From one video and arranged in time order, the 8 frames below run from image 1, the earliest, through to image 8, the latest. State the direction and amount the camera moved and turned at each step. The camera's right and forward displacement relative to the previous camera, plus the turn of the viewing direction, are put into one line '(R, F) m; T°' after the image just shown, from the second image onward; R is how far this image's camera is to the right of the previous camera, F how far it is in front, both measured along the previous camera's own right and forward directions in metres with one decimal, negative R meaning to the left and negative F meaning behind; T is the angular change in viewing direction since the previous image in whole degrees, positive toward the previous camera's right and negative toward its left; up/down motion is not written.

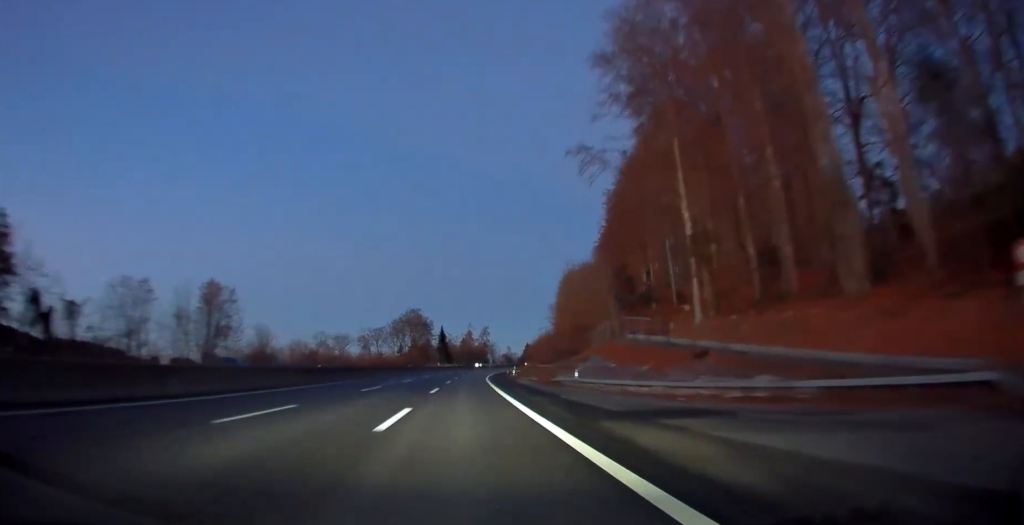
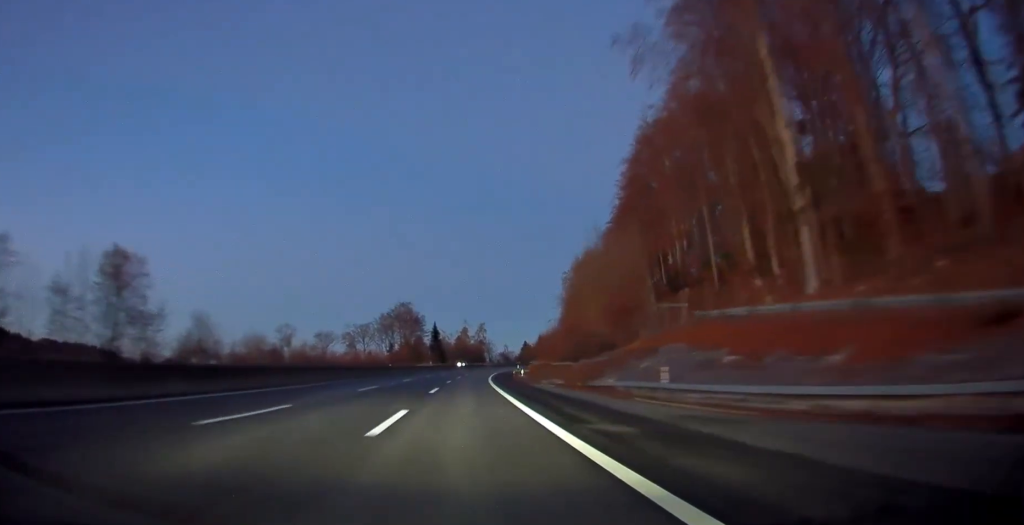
(0.0, +19.4) m; 0°
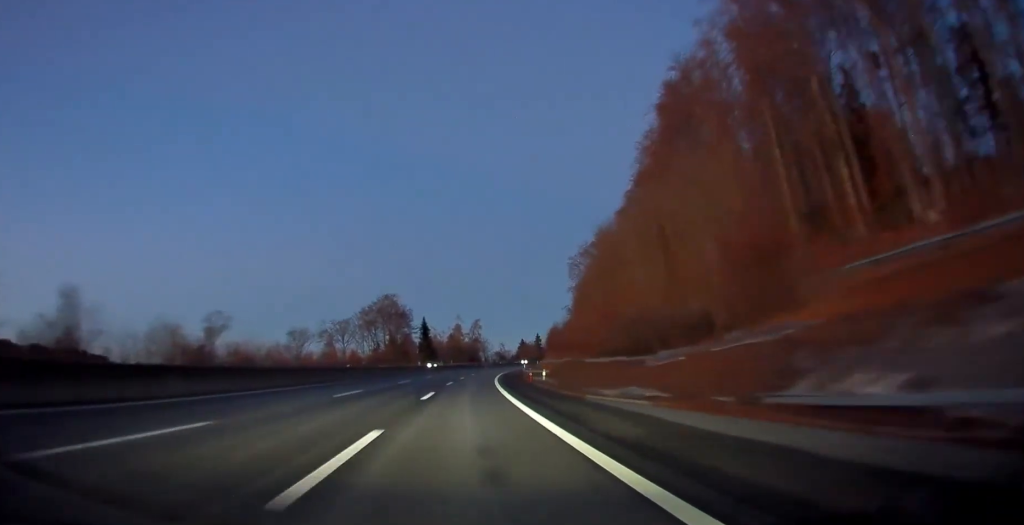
(-0.1, +23.7) m; 0°
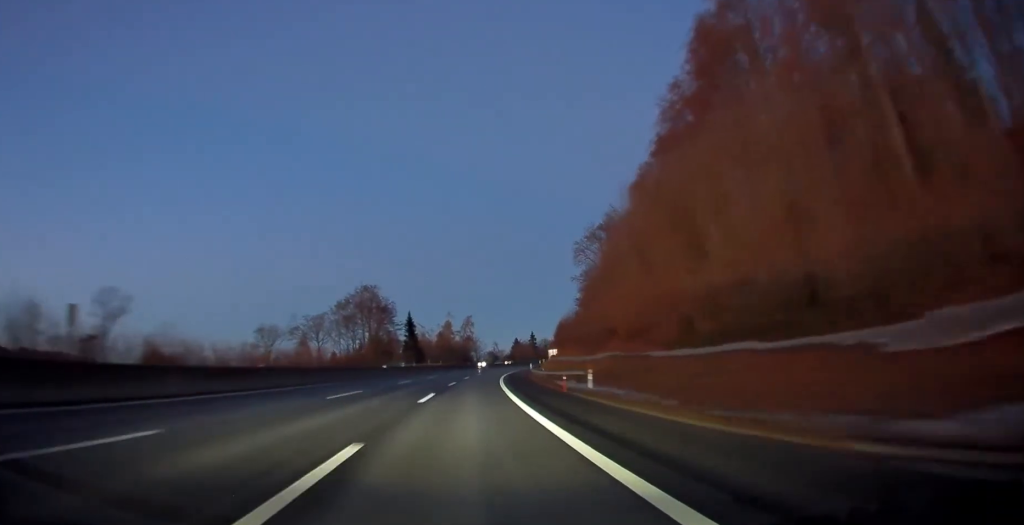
(0.0, +18.3) m; 0°
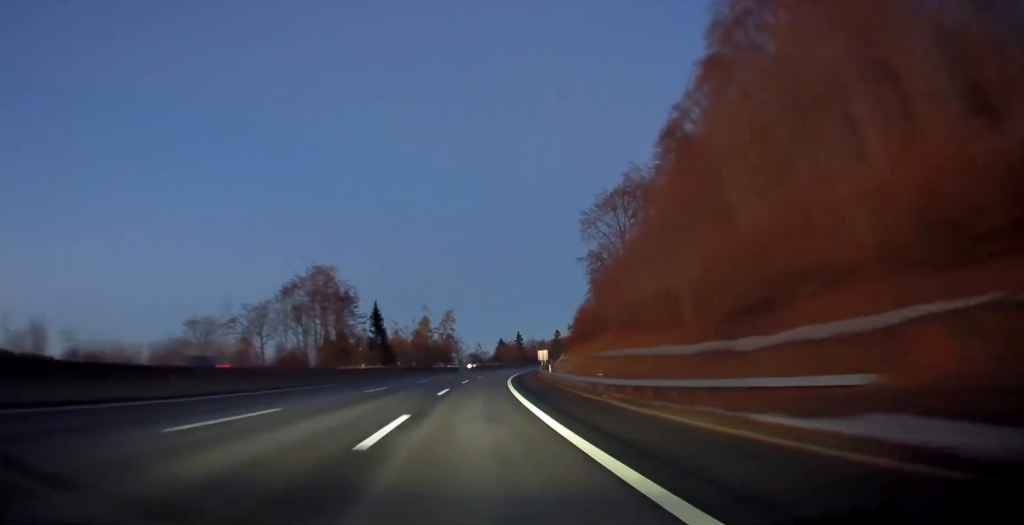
(+0.2, +30.2) m; +1°
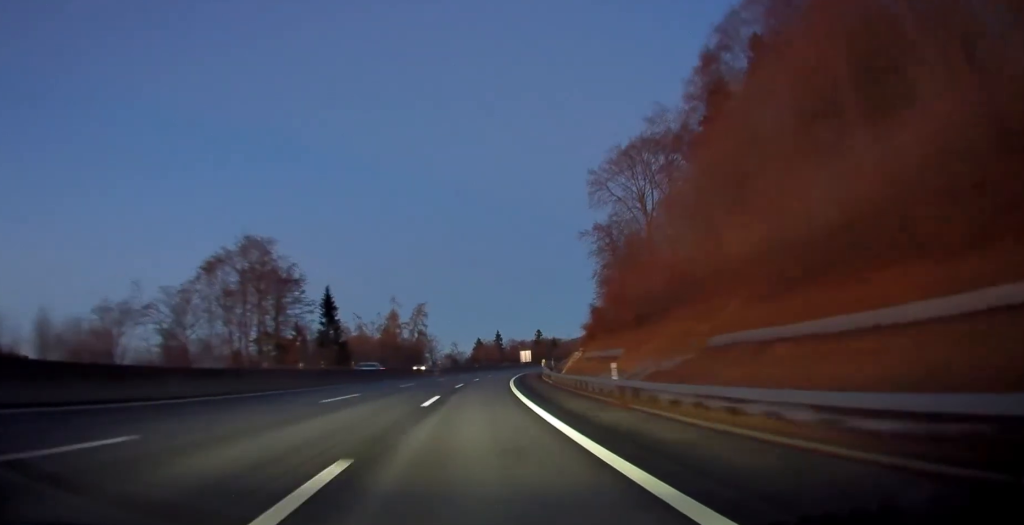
(+0.3, +25.8) m; +1°
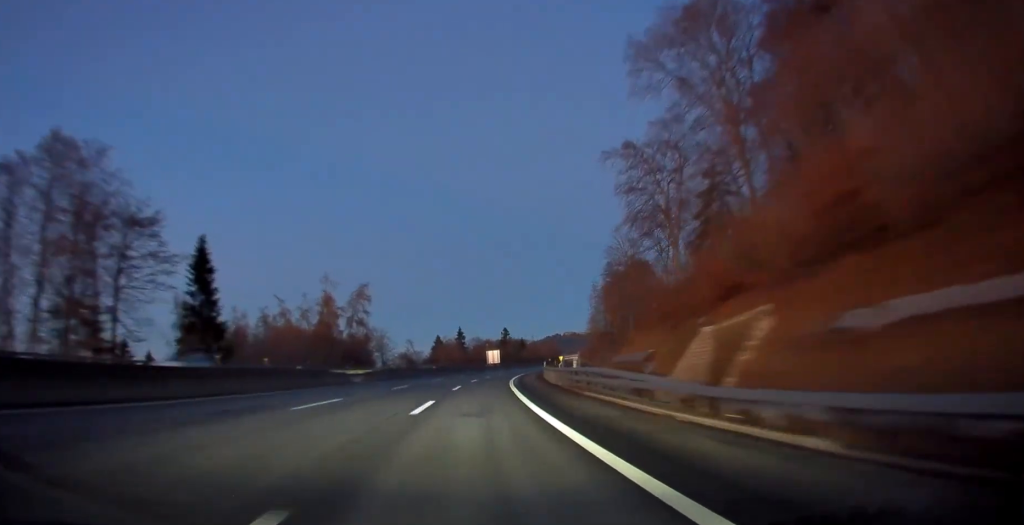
(+0.9, +38.5) m; +3°
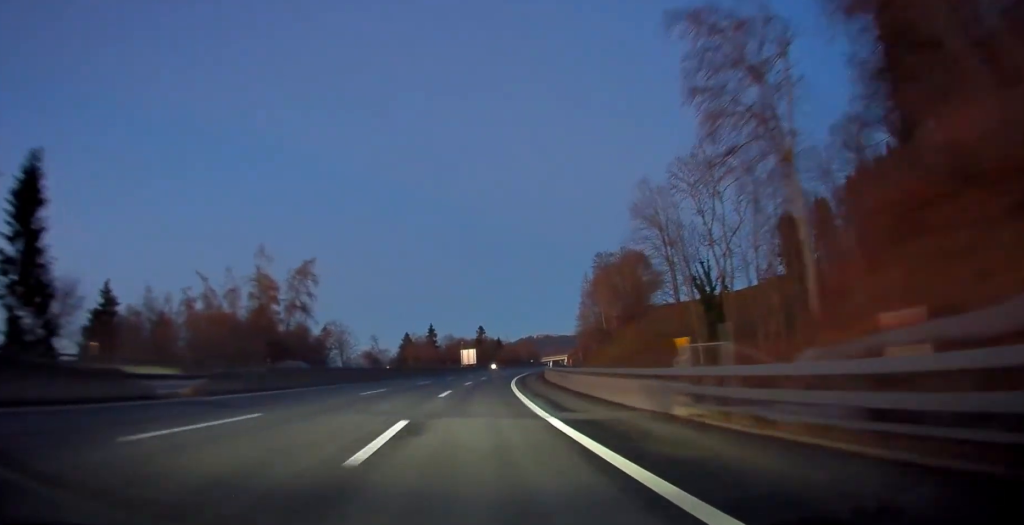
(+0.6, +26.6) m; +3°
